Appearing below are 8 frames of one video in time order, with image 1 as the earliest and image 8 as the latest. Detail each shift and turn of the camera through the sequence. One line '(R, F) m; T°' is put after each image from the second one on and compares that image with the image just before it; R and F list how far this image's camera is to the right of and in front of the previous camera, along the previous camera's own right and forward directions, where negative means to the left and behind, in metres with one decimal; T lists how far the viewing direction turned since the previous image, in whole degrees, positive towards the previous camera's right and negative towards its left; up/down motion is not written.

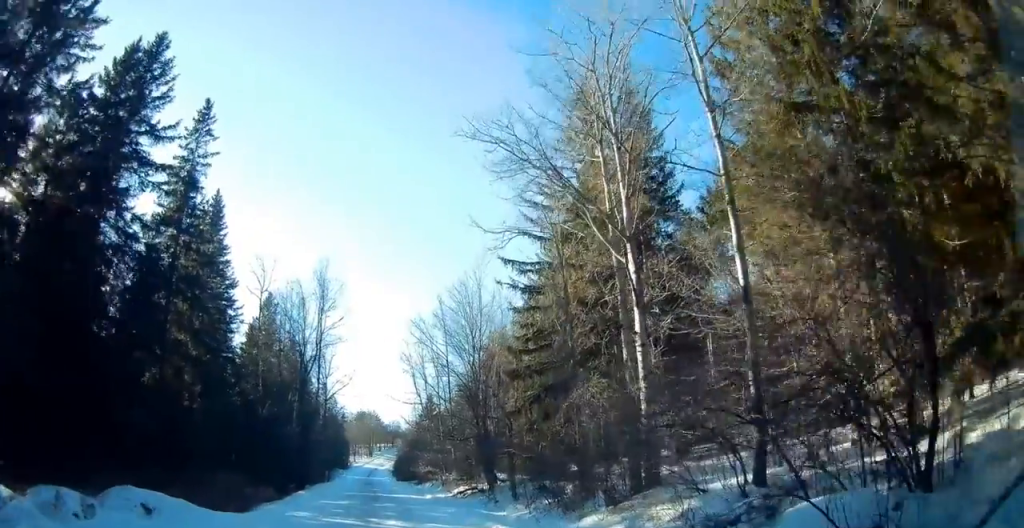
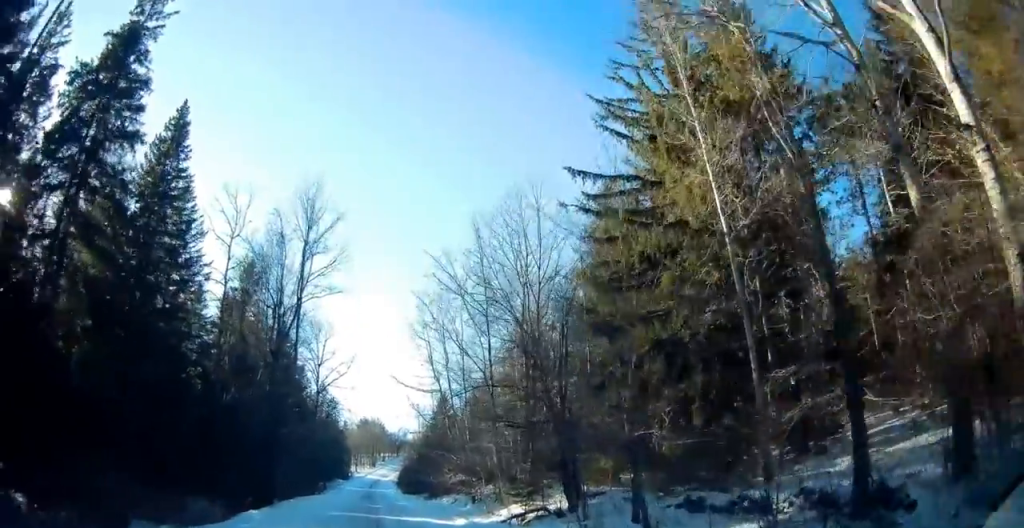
(+0.1, +14.2) m; +1°
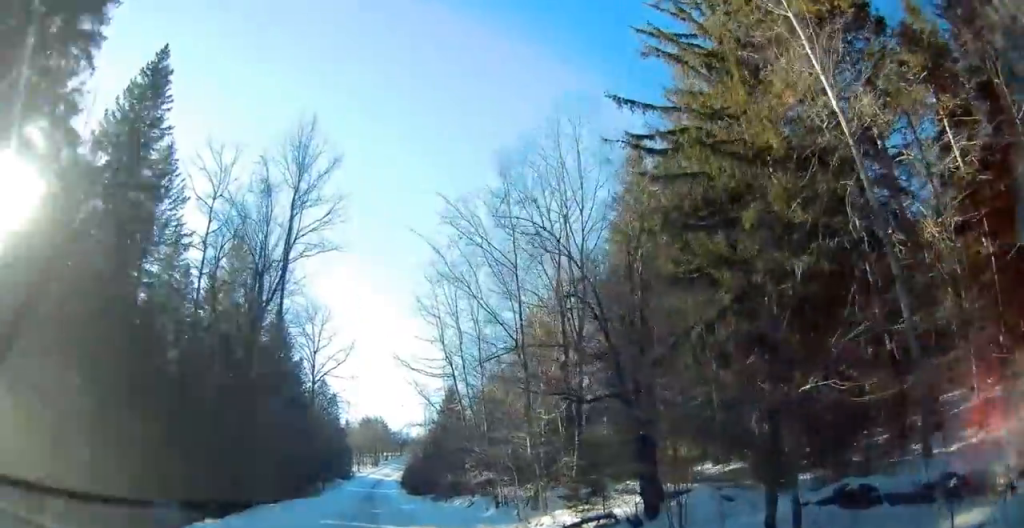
(+0.3, +6.0) m; -2°
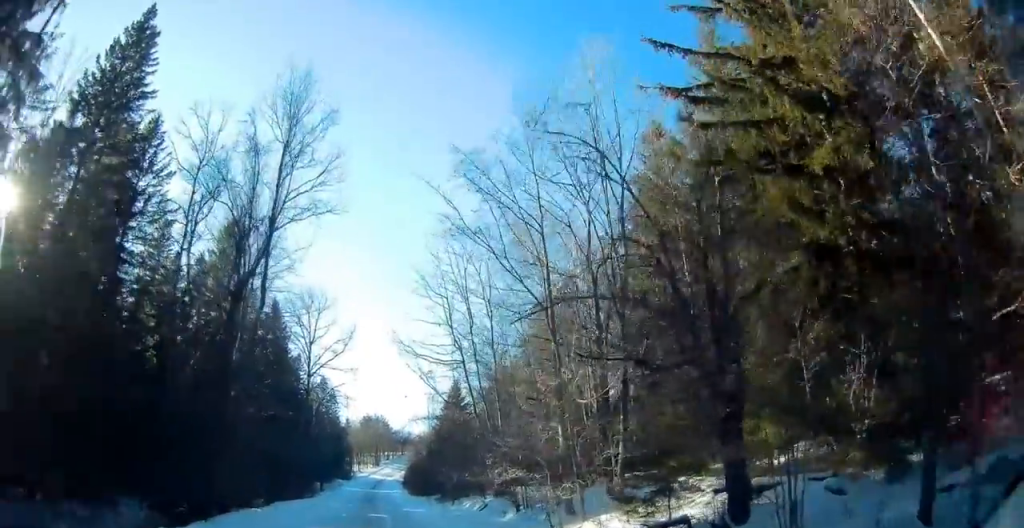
(-0.3, +3.9) m; -1°
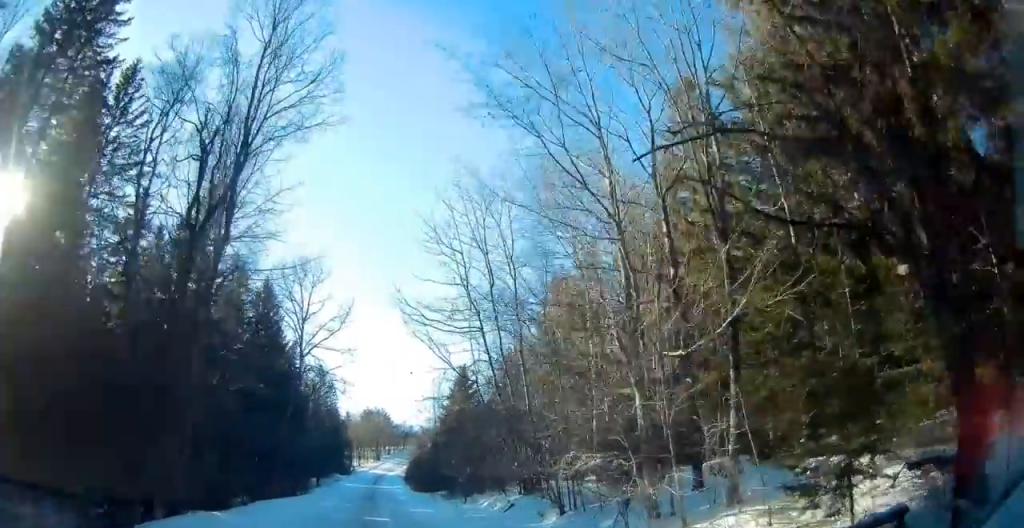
(-0.2, +5.7) m; -1°
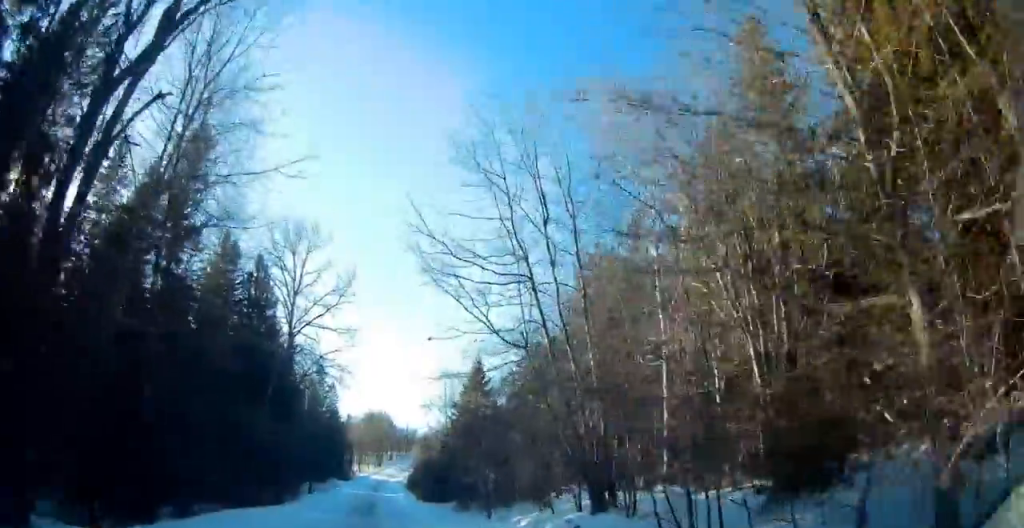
(+0.2, +7.6) m; +2°
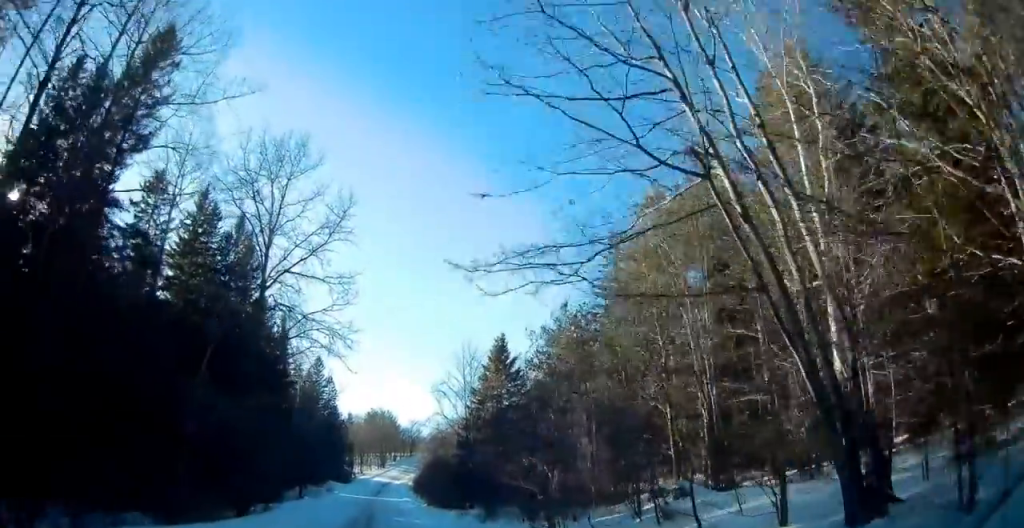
(0.0, +9.8) m; 0°
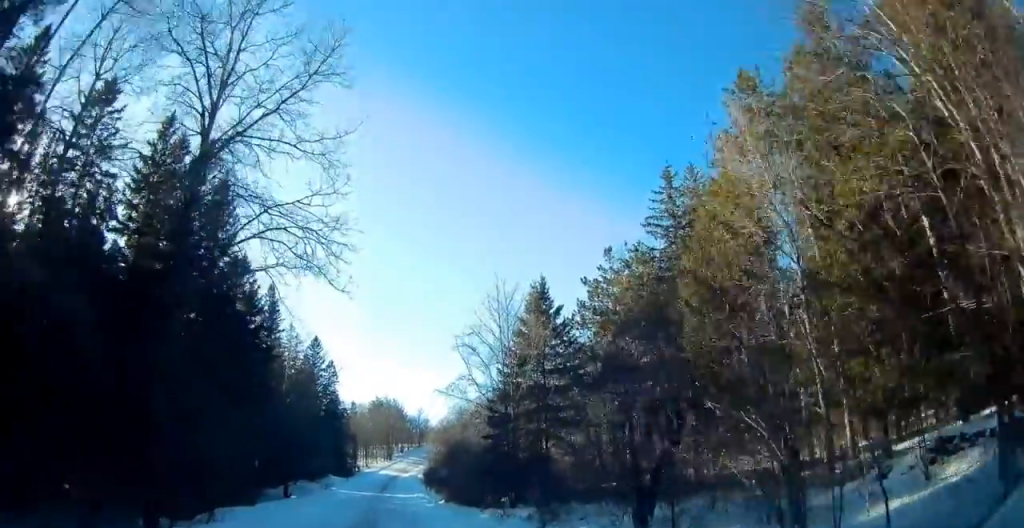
(0.0, +11.4) m; 0°
